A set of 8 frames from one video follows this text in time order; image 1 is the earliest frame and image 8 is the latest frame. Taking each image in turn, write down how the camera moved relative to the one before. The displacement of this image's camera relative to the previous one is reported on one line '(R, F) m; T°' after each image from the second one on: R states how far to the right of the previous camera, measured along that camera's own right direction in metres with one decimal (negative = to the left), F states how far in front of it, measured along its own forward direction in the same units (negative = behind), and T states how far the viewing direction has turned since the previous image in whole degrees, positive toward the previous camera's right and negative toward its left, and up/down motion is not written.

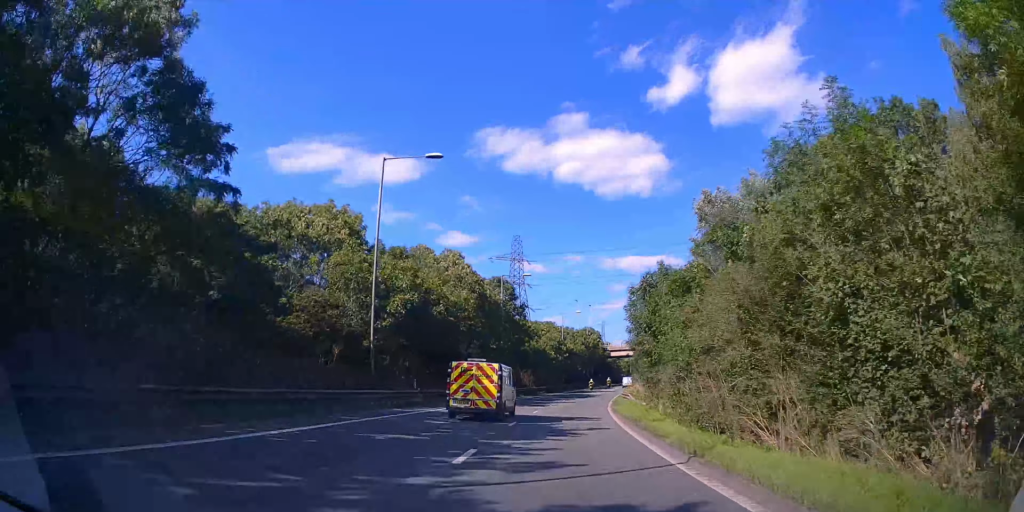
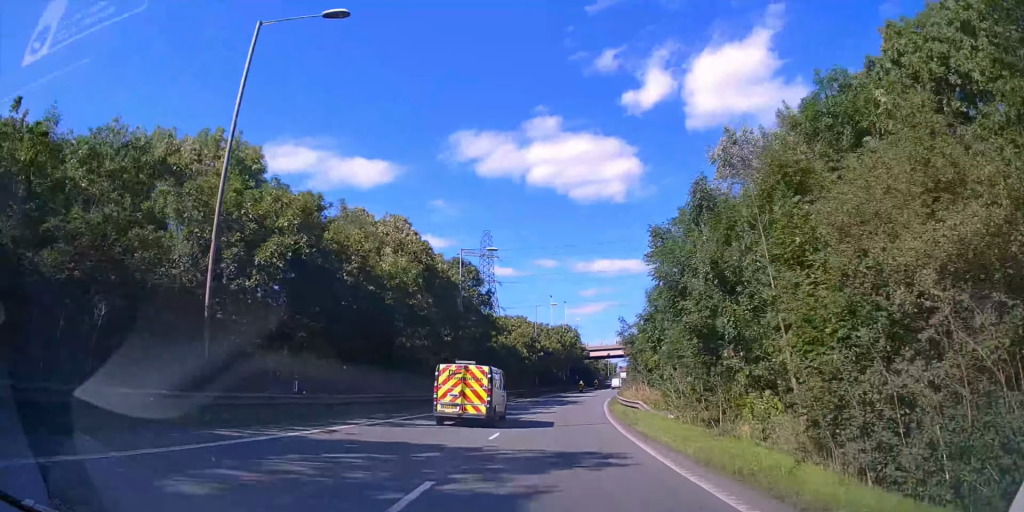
(+0.4, +12.7) m; +3°
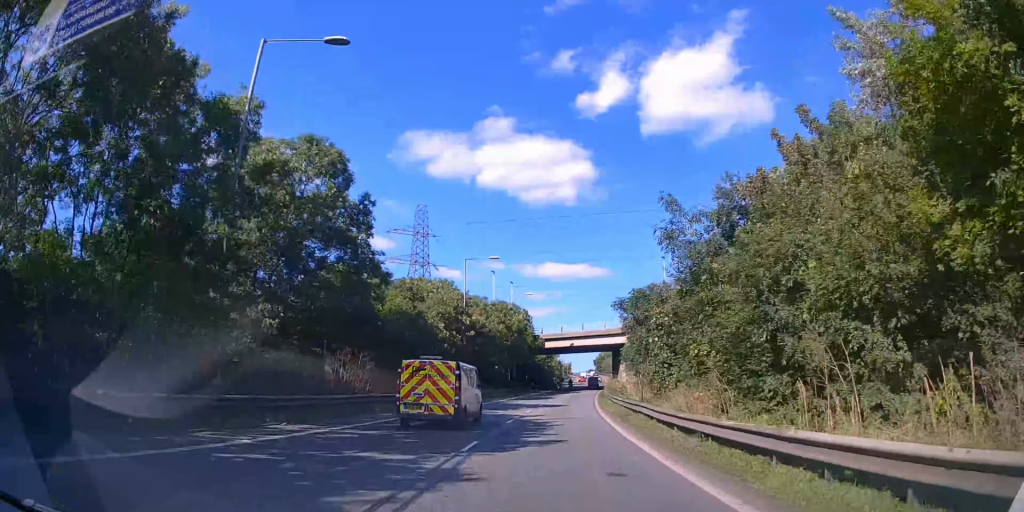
(+1.4, +29.5) m; +6°
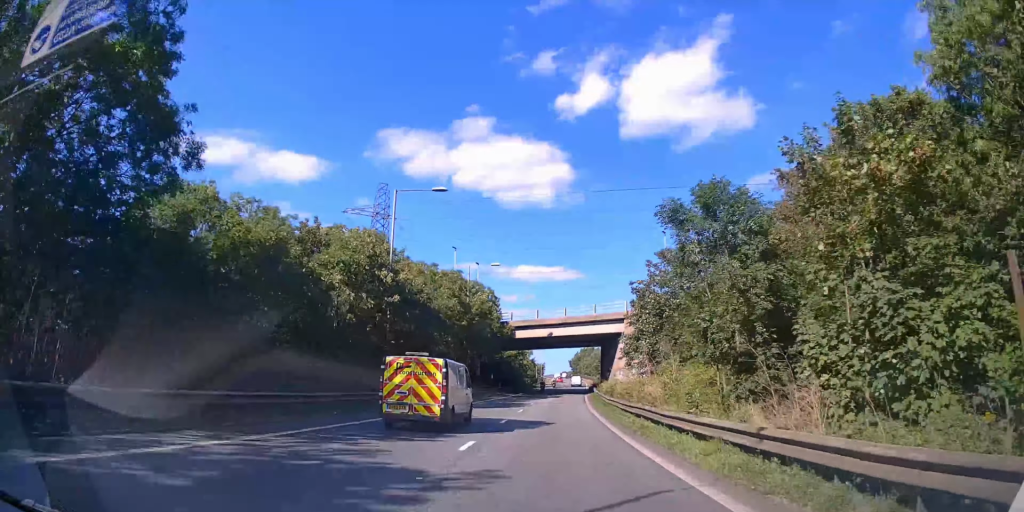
(+0.5, +18.4) m; +3°
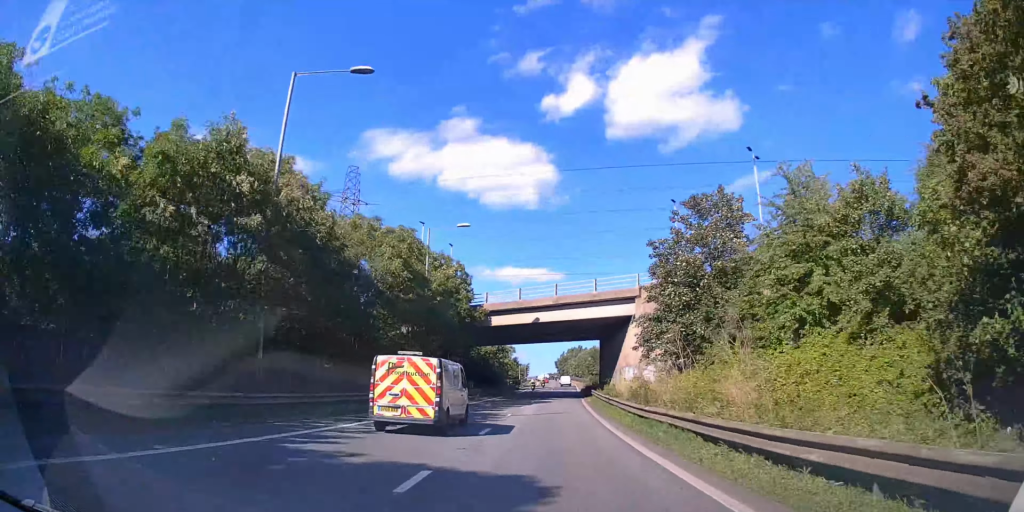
(+0.3, +13.4) m; +2°
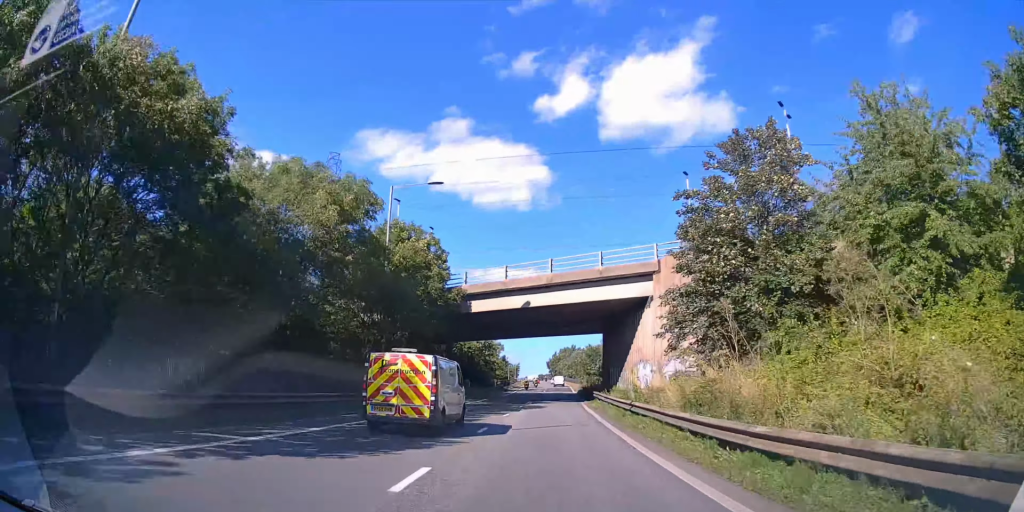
(+0.1, +9.1) m; +1°
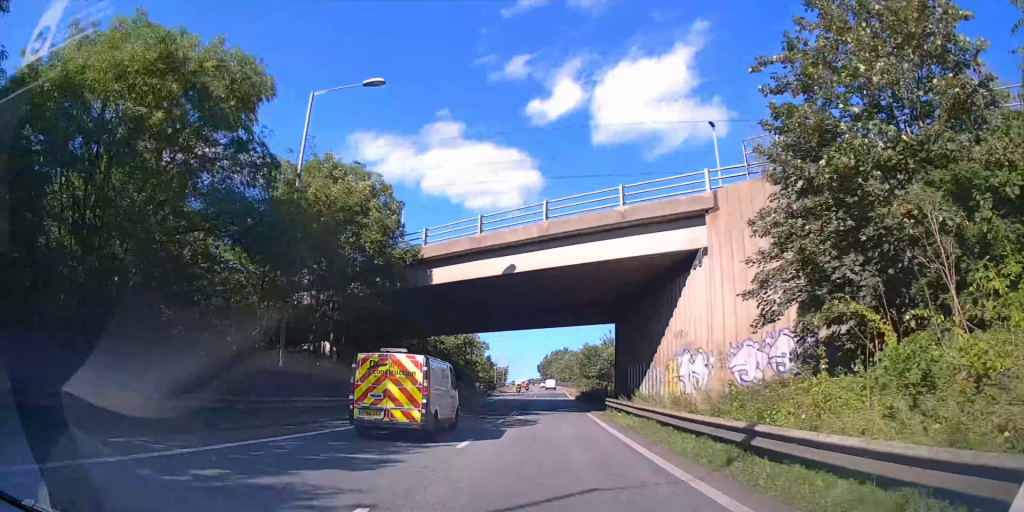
(+0.2, +12.6) m; +1°
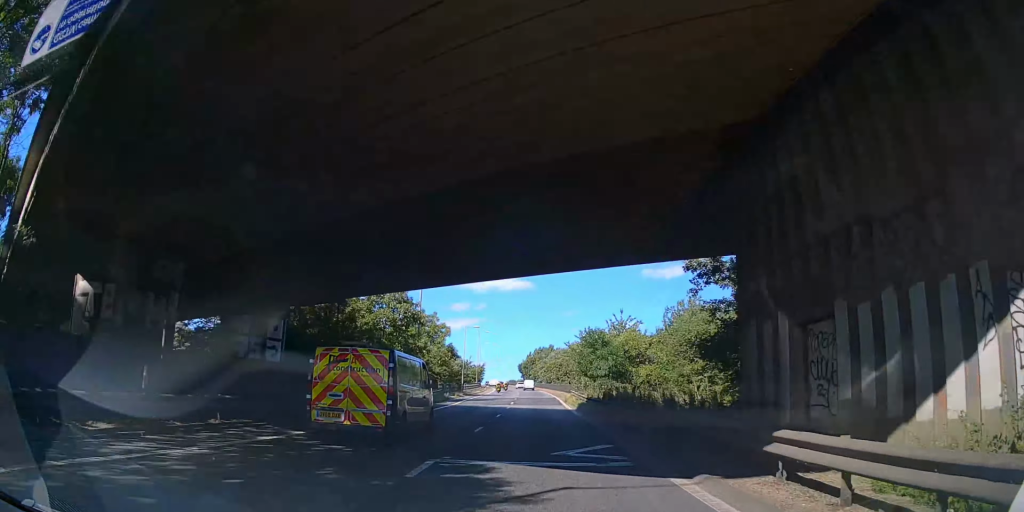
(+0.3, +21.7) m; +2°
